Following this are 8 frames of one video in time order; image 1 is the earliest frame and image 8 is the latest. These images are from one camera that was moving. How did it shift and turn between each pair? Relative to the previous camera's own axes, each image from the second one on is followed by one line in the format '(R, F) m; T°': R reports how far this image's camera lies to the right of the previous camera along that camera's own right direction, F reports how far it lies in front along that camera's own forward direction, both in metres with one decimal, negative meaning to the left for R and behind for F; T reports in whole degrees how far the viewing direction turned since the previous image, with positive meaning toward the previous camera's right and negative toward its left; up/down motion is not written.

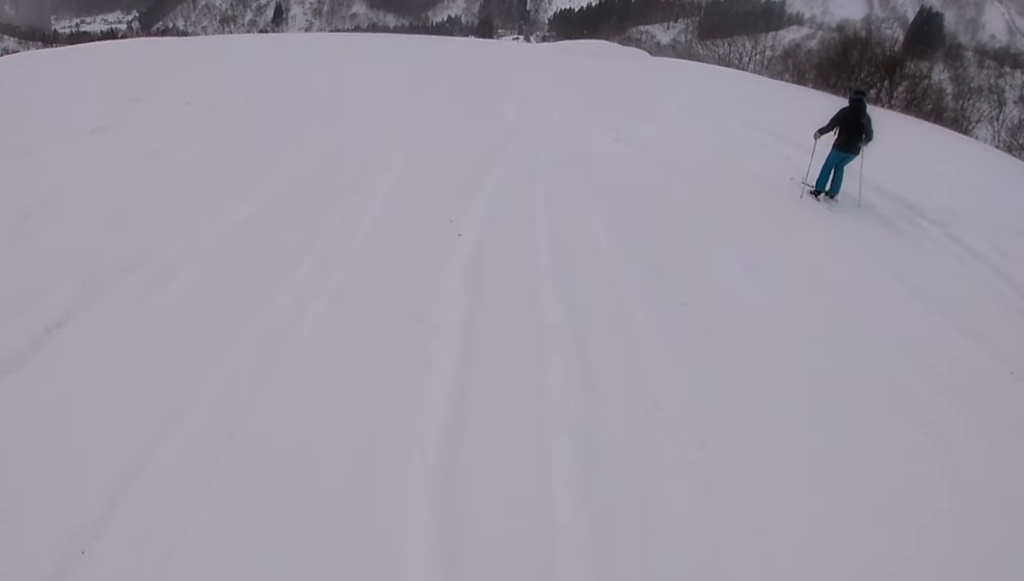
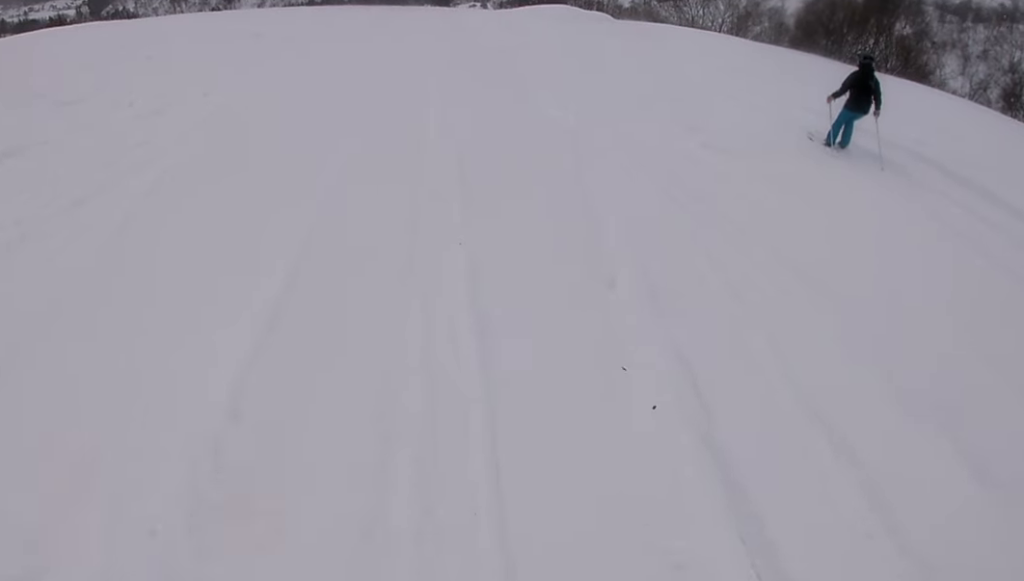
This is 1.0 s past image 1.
(-0.8, +2.7) m; +2°
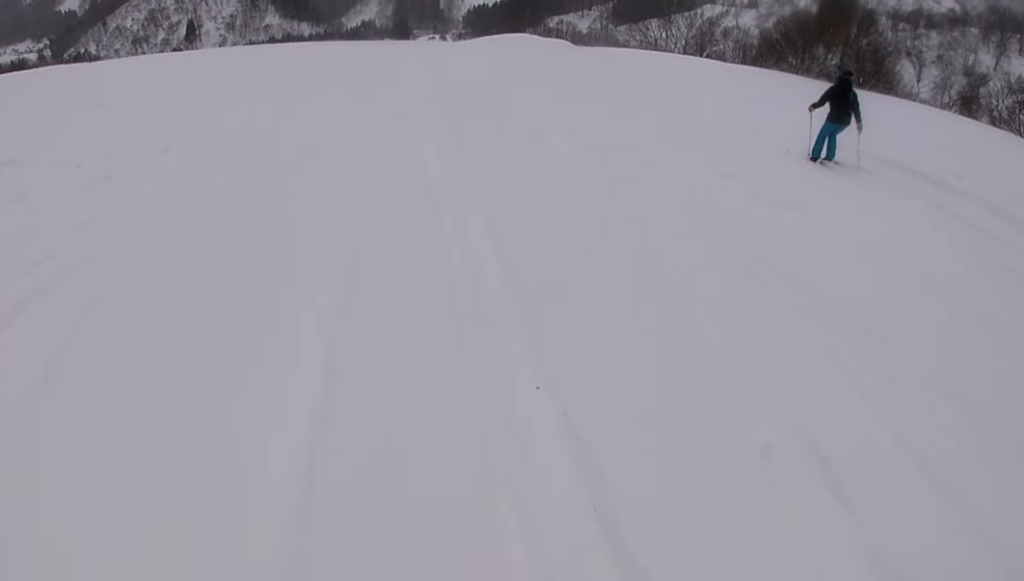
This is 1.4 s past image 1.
(+0.3, +1.4) m; +7°
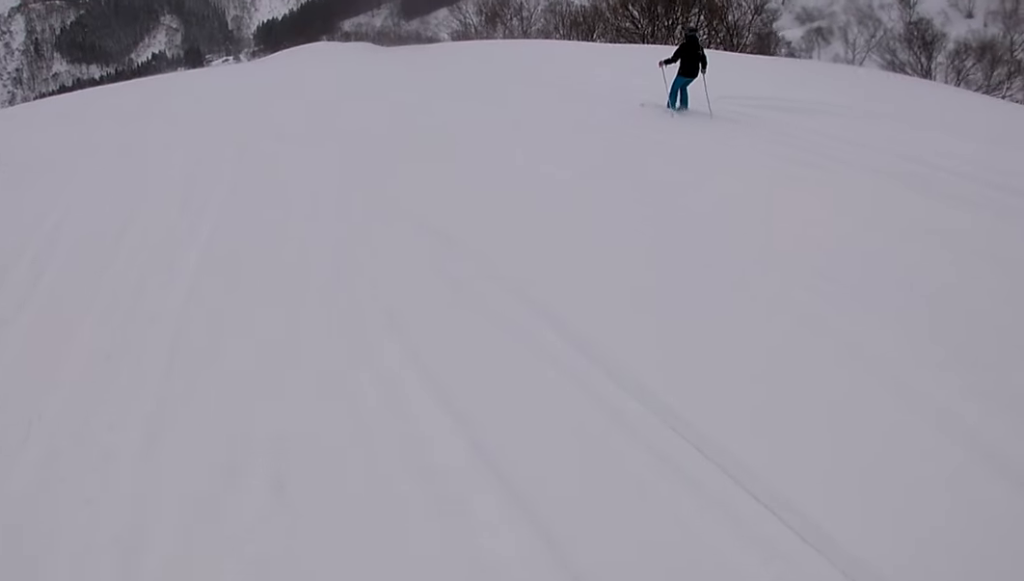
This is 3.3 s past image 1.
(+1.6, +7.4) m; +13°
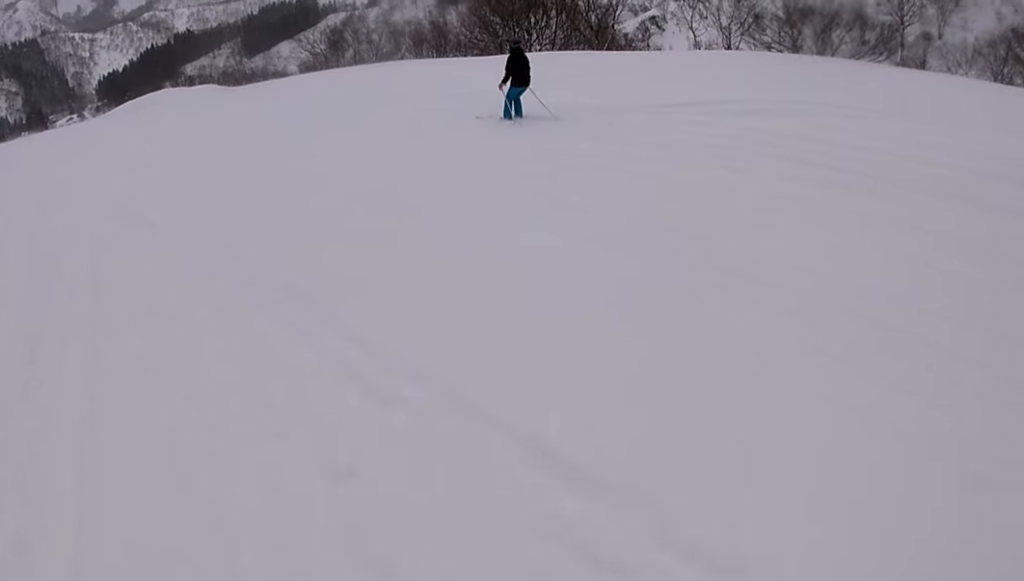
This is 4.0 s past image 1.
(0.0, +3.1) m; +1°
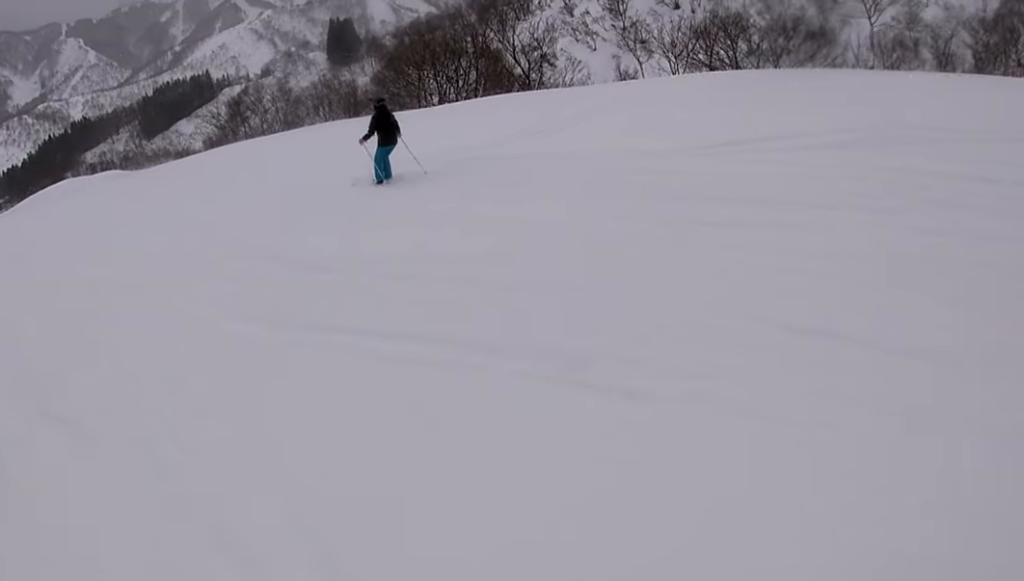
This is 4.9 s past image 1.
(+0.1, +4.0) m; +7°
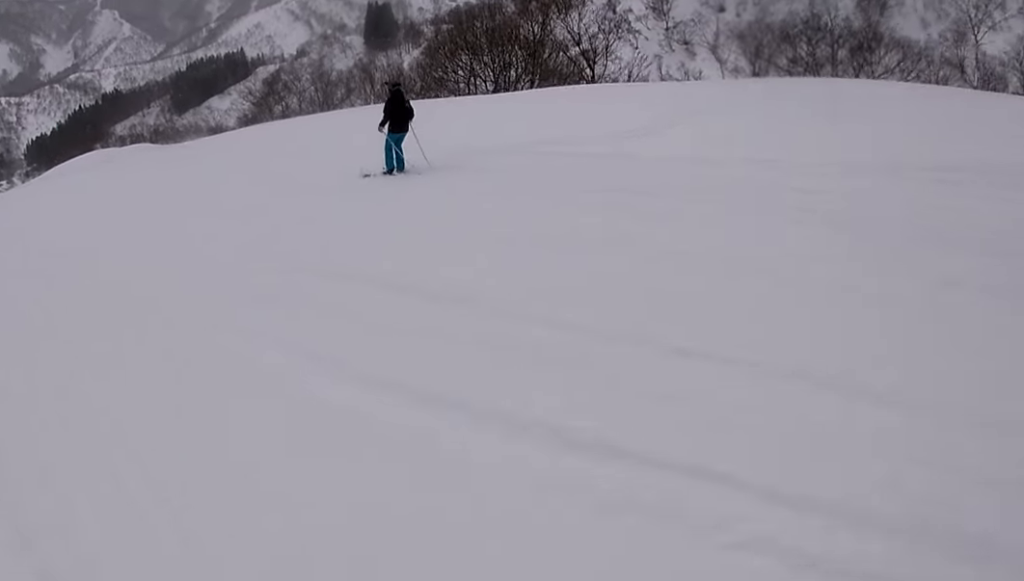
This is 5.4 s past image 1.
(+0.1, +2.4) m; +2°
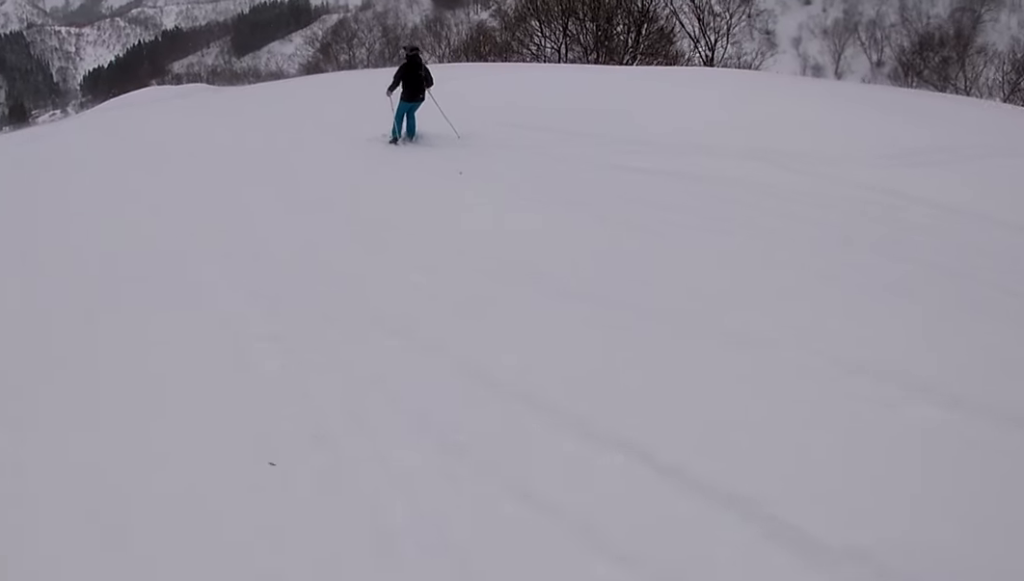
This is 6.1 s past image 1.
(+0.4, +3.7) m; 0°
